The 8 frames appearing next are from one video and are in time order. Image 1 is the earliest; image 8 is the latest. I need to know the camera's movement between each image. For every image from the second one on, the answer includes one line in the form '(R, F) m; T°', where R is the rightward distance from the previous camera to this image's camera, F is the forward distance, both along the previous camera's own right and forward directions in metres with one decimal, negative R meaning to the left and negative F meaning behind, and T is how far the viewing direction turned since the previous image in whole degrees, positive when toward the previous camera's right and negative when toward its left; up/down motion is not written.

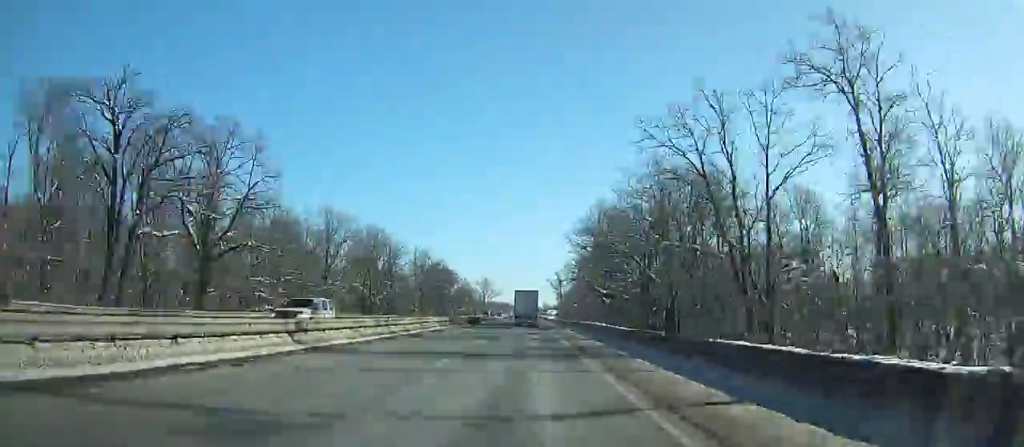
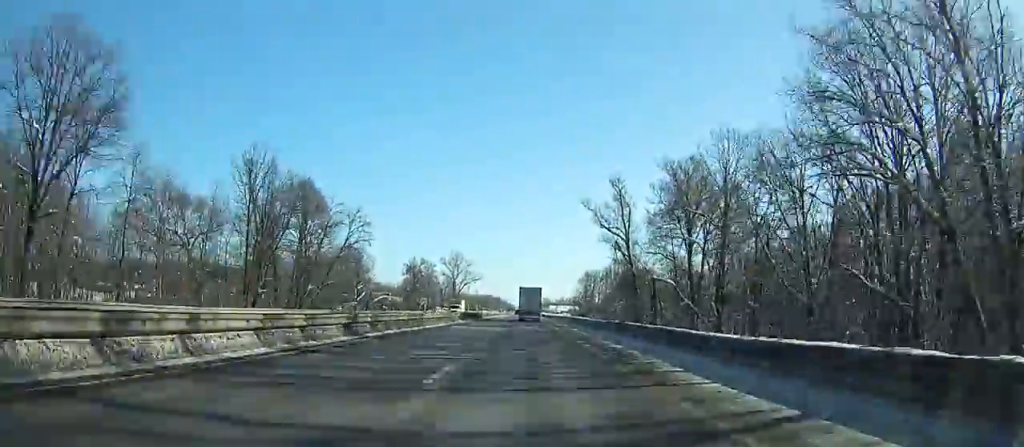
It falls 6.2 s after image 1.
(-0.1, +138.0) m; 0°
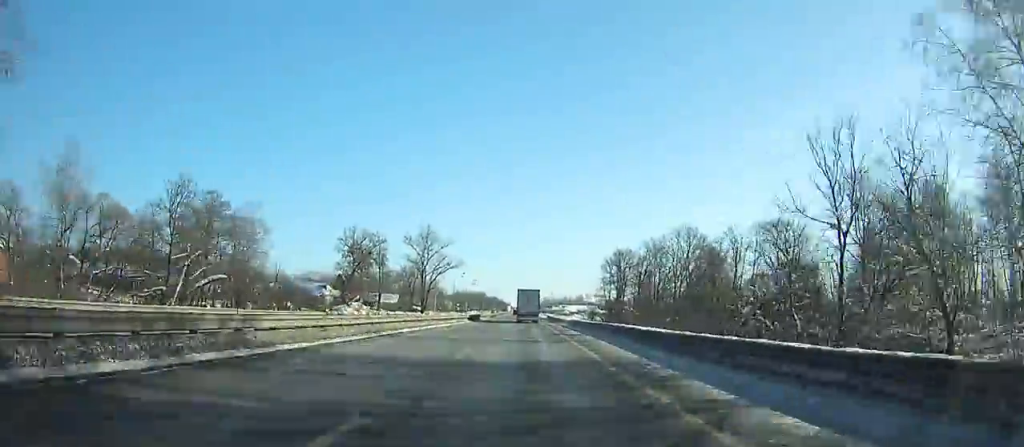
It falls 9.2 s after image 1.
(+0.3, +67.0) m; 0°
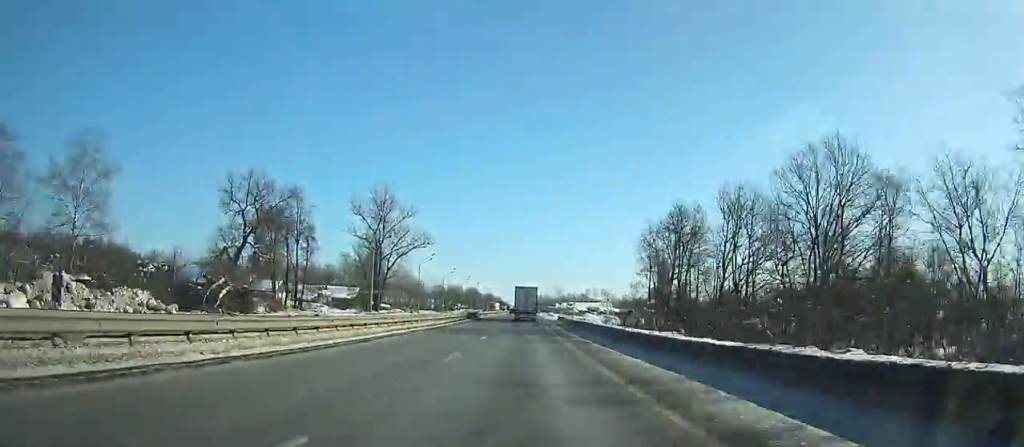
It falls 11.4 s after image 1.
(-0.1, +48.6) m; 0°
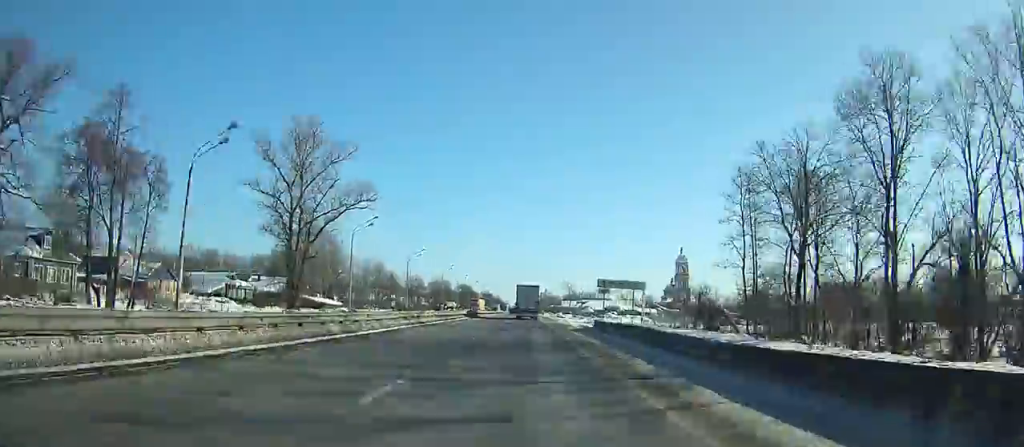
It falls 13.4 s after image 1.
(+0.1, +43.5) m; 0°
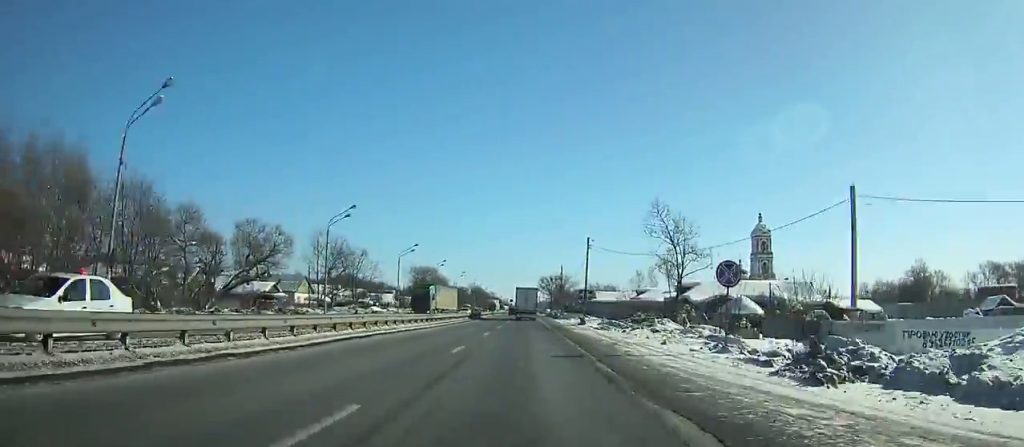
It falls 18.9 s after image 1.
(+0.1, +111.2) m; 0°
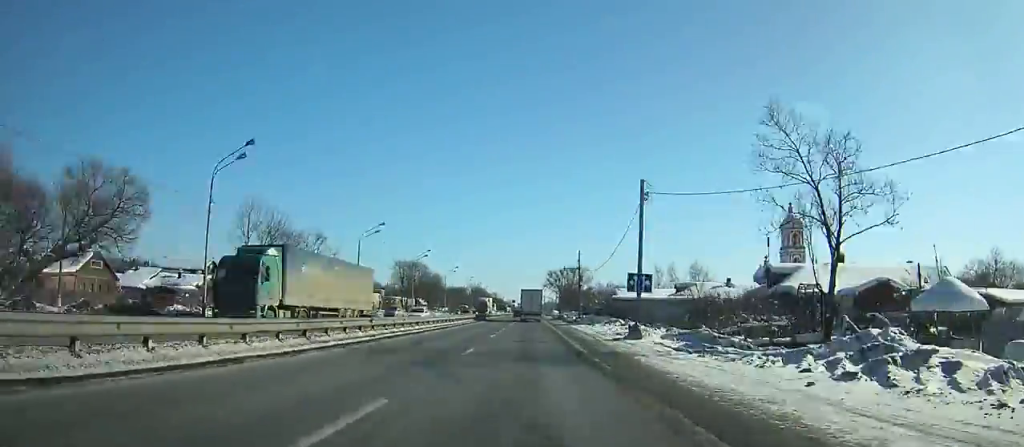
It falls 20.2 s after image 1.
(0.0, +24.3) m; 0°
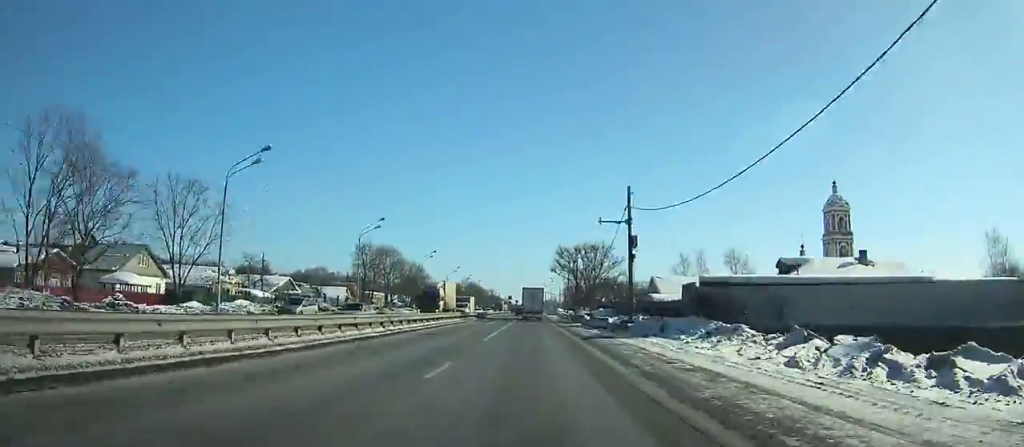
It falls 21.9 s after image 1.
(-0.2, +30.5) m; 0°
